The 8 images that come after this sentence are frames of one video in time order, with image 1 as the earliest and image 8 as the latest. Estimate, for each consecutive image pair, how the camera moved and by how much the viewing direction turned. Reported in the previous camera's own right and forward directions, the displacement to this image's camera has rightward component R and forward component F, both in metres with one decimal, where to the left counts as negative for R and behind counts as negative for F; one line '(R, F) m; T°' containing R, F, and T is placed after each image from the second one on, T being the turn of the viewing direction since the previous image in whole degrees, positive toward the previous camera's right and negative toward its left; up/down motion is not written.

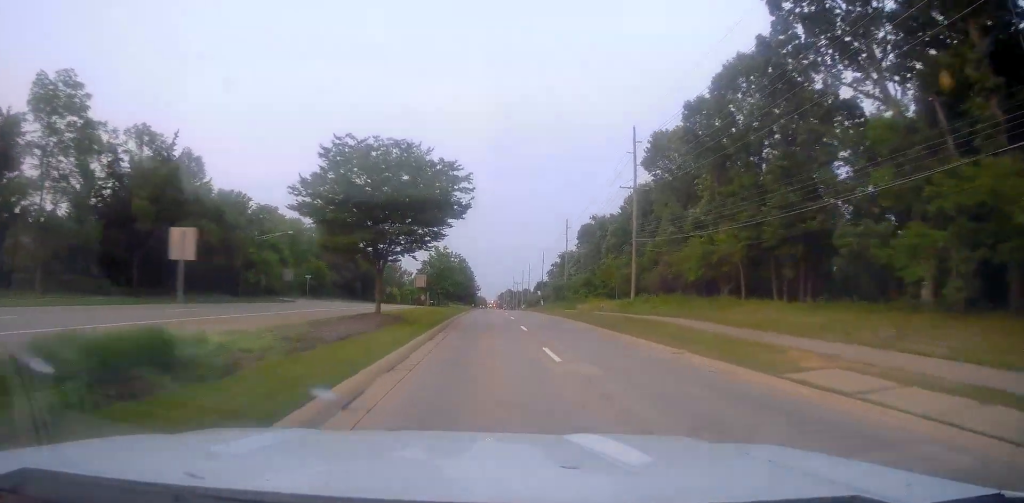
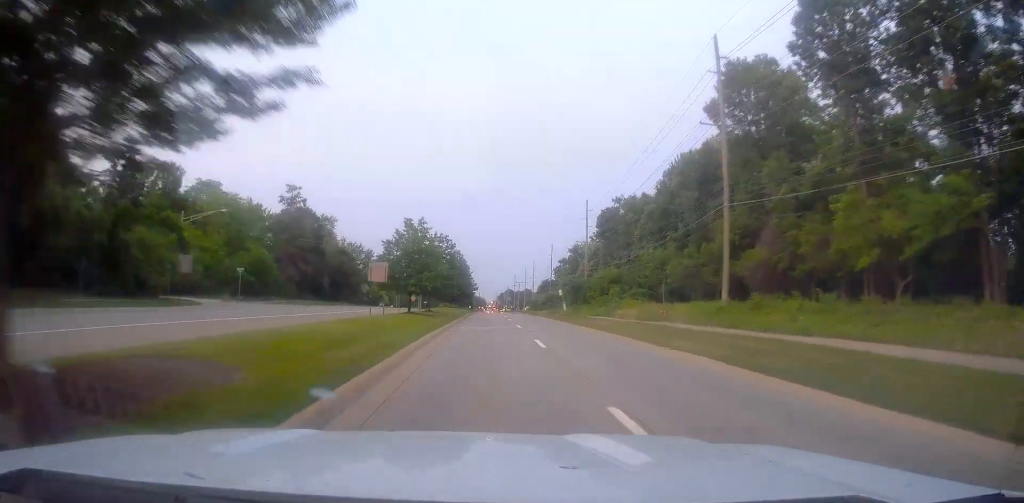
(-0.2, +23.4) m; 0°
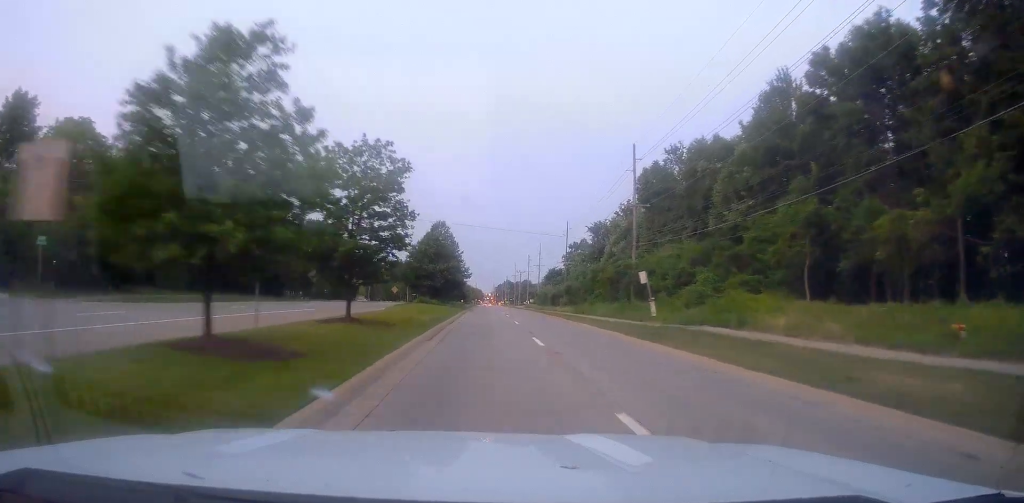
(-0.3, +30.4) m; -2°
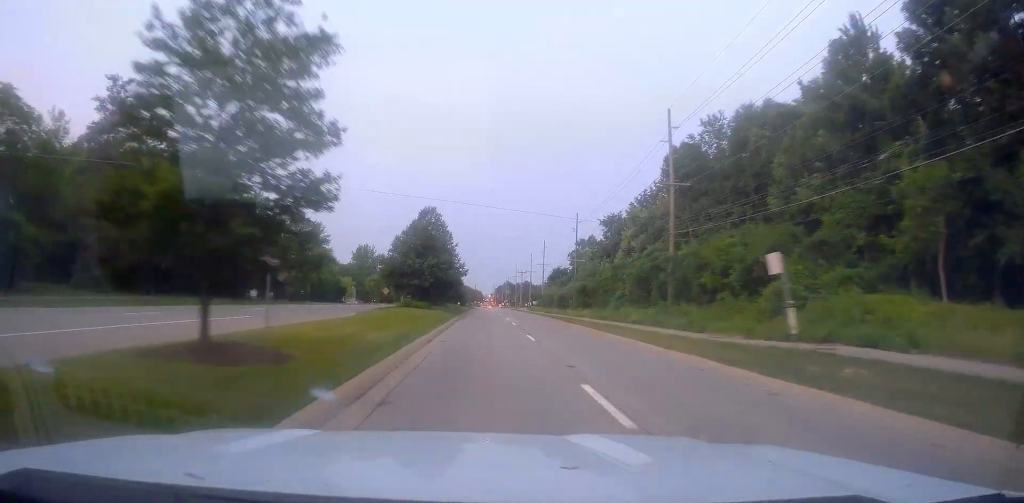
(-0.3, +12.2) m; 0°
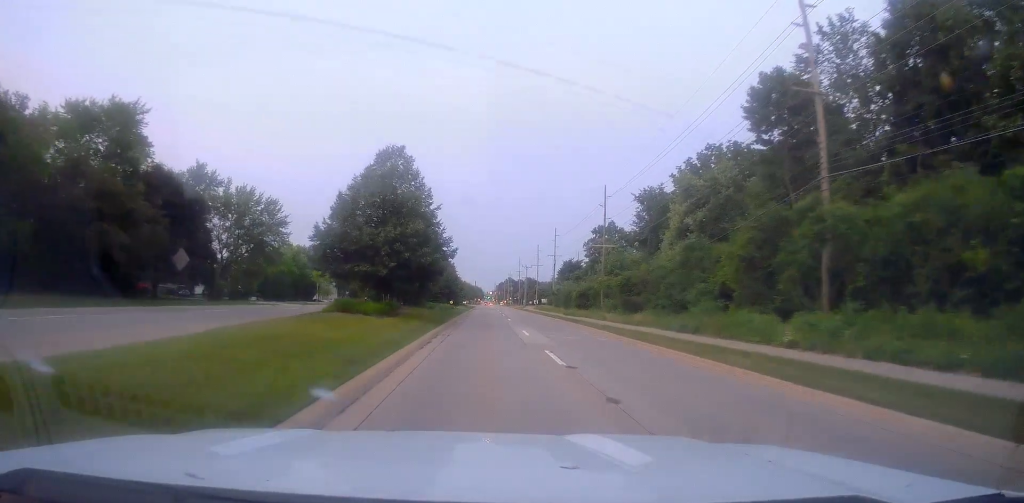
(+0.6, +22.3) m; +2°
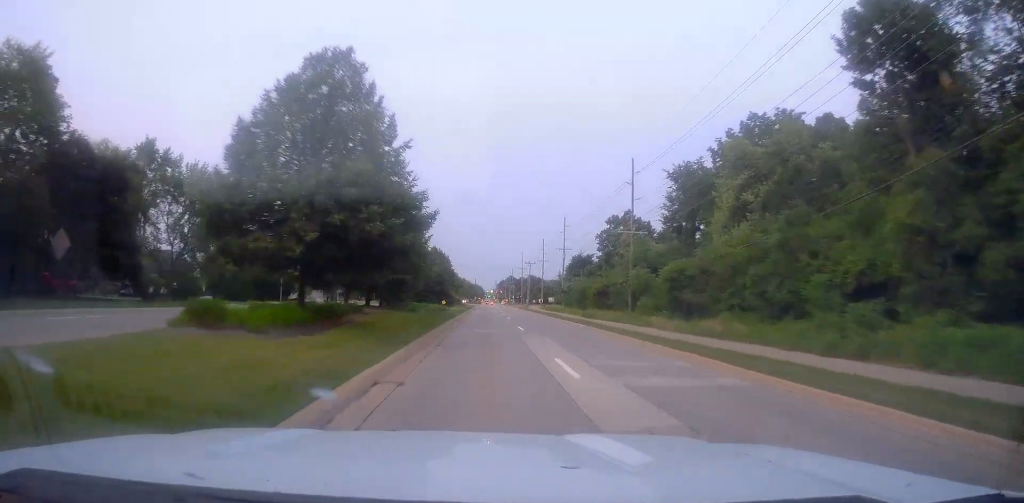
(+0.3, +14.0) m; -1°
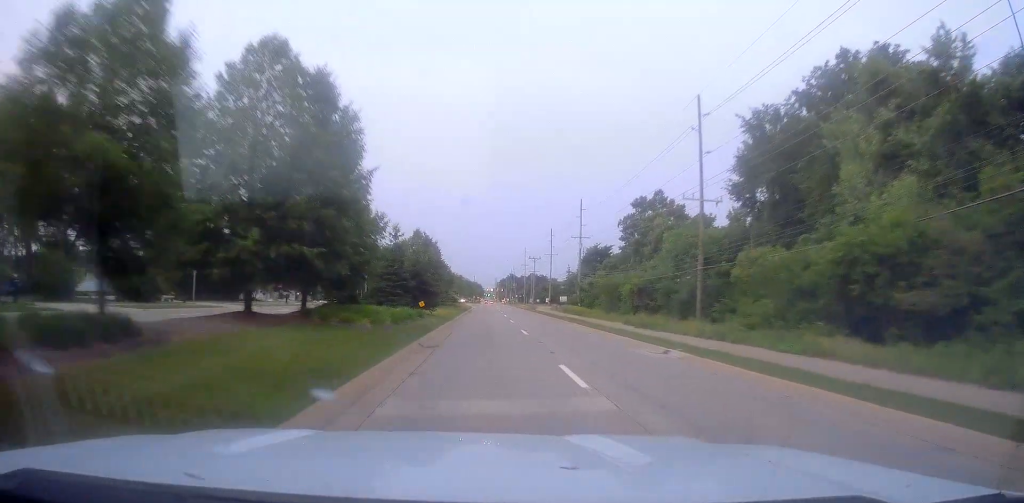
(-0.6, +19.8) m; 0°
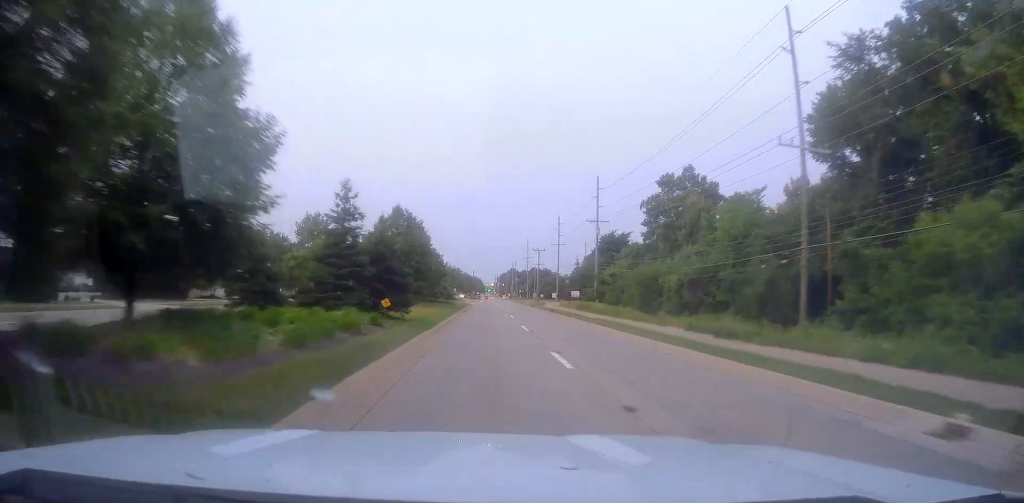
(+0.6, +14.0) m; 0°
